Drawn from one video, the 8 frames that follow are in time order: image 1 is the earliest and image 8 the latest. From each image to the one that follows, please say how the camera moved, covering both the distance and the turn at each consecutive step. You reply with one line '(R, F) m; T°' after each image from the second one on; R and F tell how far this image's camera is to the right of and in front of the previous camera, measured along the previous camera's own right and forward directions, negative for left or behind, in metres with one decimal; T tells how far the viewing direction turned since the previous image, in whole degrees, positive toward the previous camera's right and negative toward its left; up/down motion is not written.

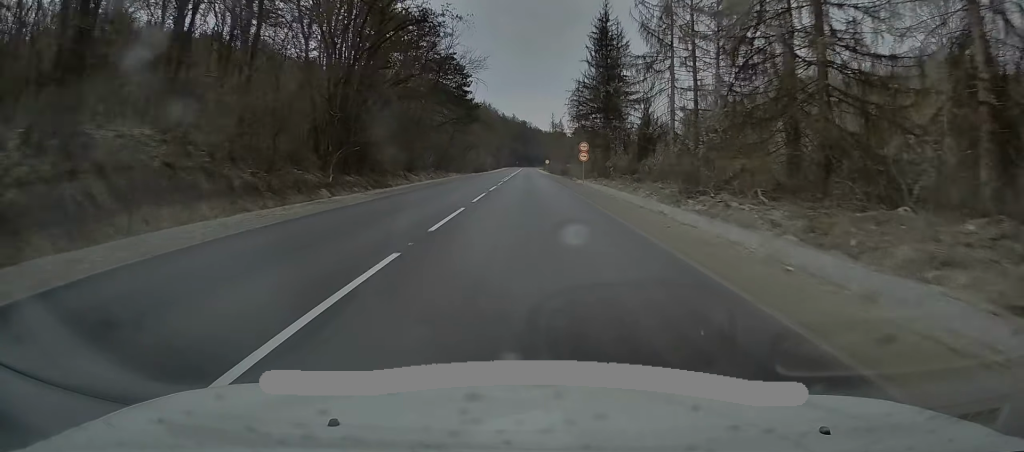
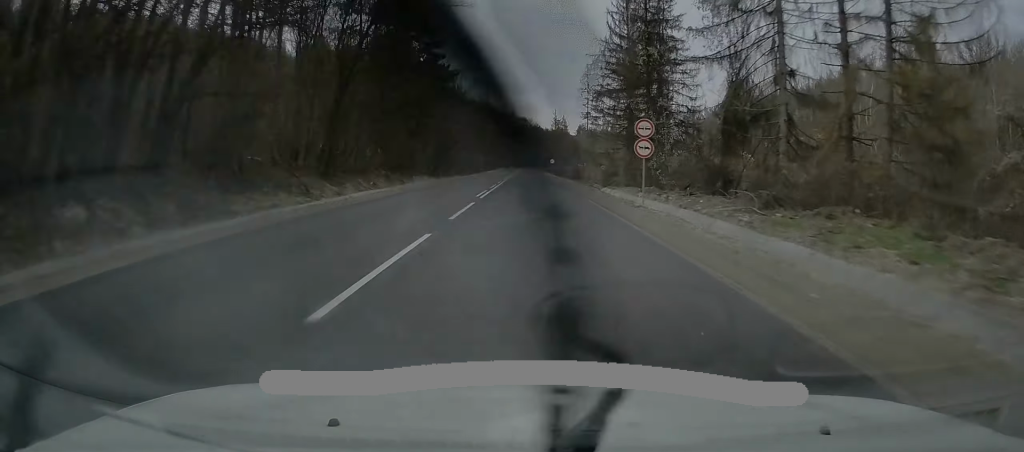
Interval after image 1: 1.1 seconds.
(0.0, +24.6) m; 0°
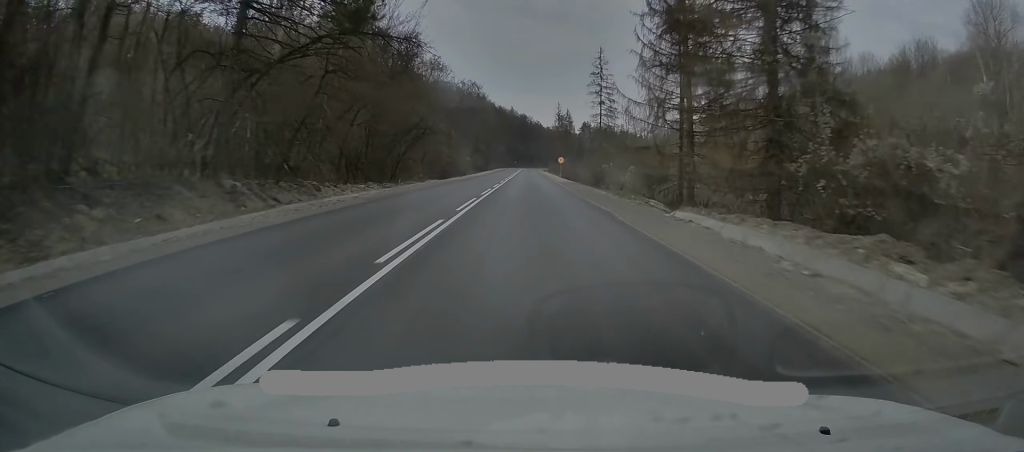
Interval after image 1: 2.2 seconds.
(+0.1, +25.3) m; 0°
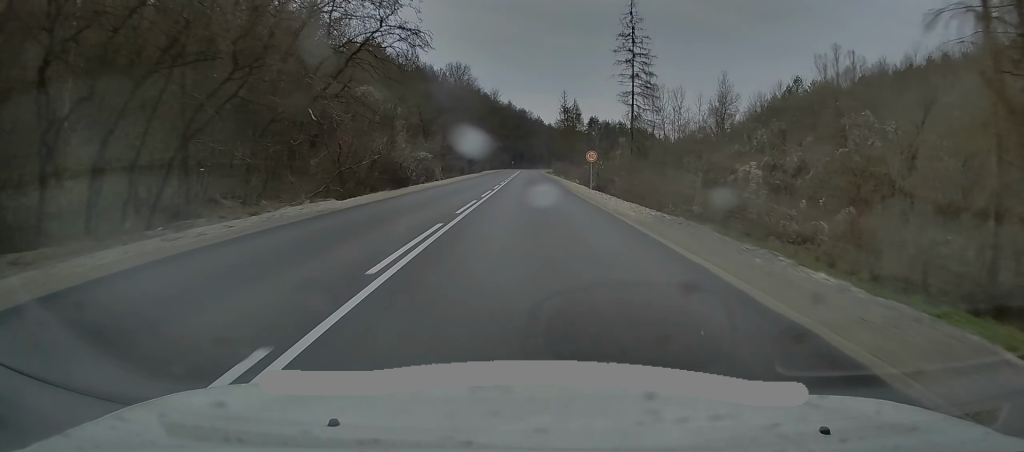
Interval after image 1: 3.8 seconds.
(-0.1, +37.0) m; 0°
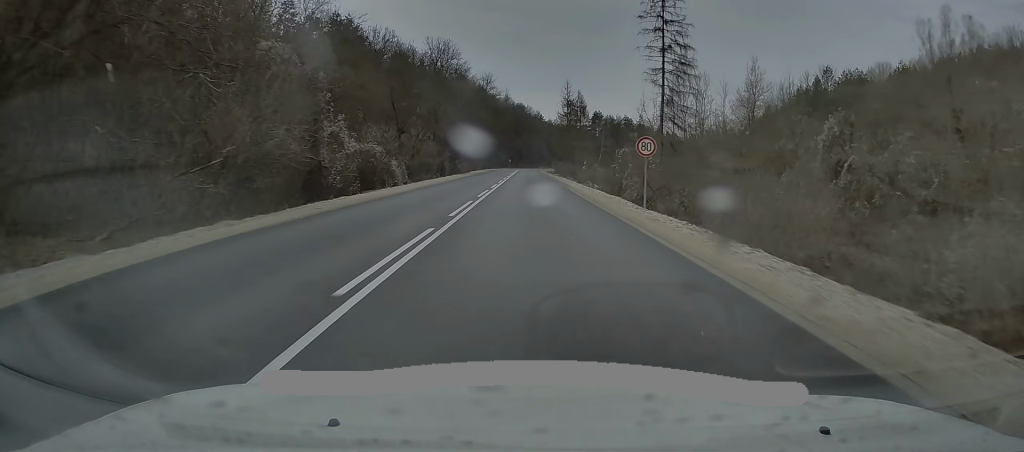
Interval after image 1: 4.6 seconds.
(+0.1, +19.3) m; 0°
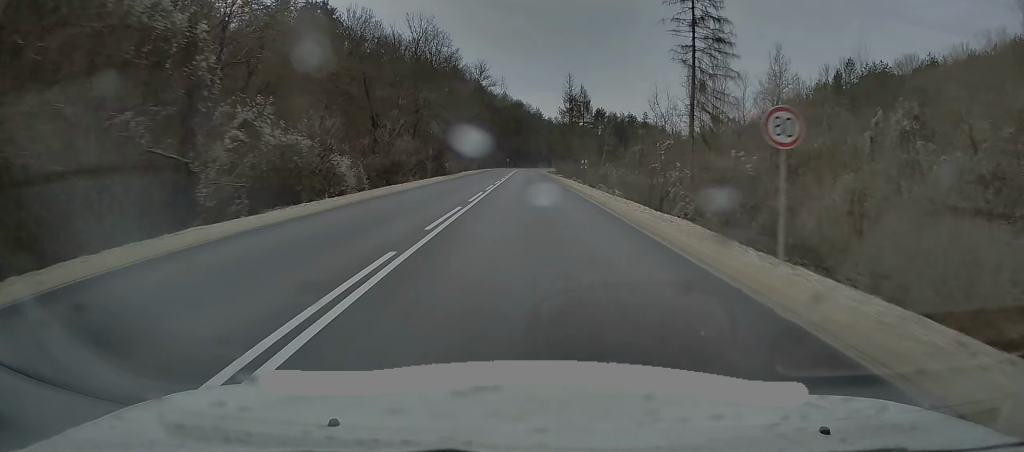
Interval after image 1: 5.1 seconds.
(0.0, +12.3) m; 0°
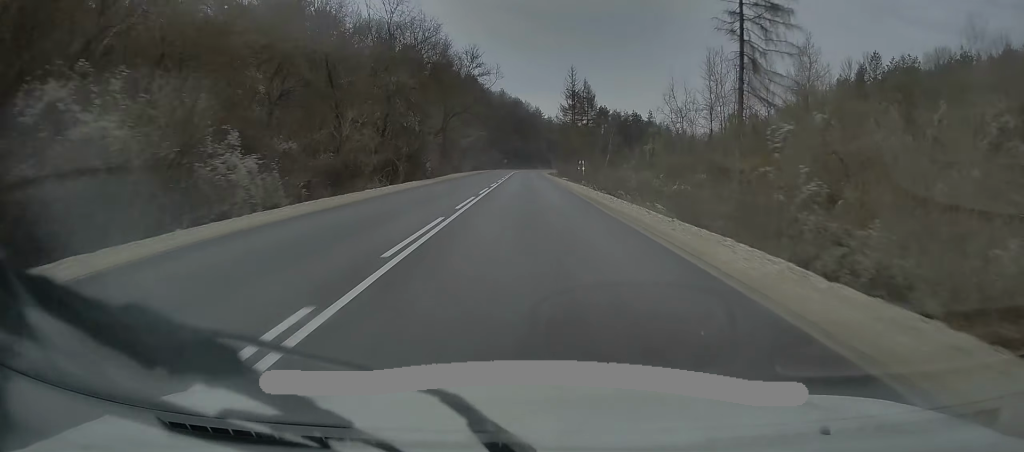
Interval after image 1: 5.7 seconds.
(0.0, +12.3) m; 0°
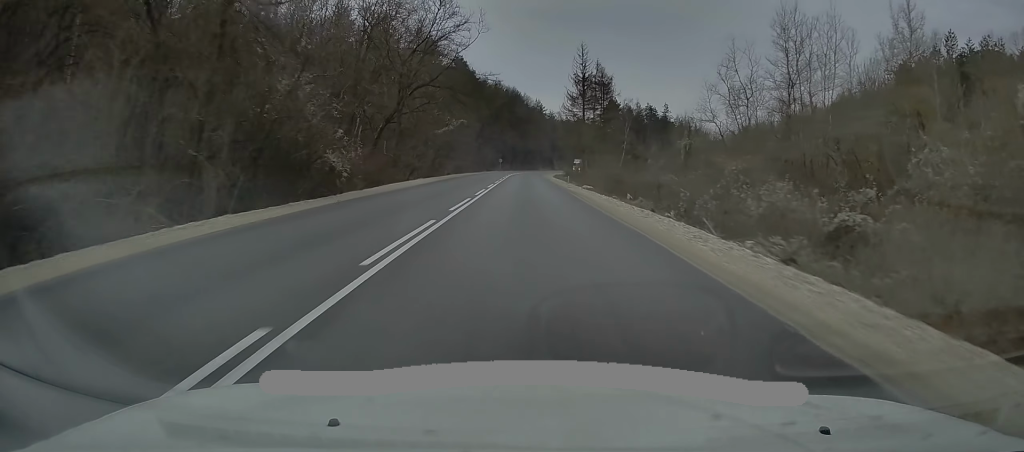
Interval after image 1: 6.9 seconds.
(+0.1, +27.6) m; +1°
